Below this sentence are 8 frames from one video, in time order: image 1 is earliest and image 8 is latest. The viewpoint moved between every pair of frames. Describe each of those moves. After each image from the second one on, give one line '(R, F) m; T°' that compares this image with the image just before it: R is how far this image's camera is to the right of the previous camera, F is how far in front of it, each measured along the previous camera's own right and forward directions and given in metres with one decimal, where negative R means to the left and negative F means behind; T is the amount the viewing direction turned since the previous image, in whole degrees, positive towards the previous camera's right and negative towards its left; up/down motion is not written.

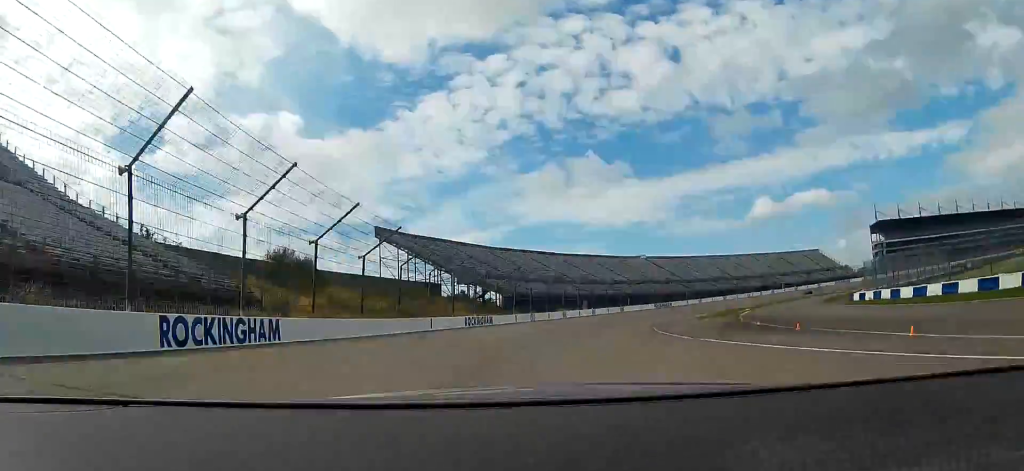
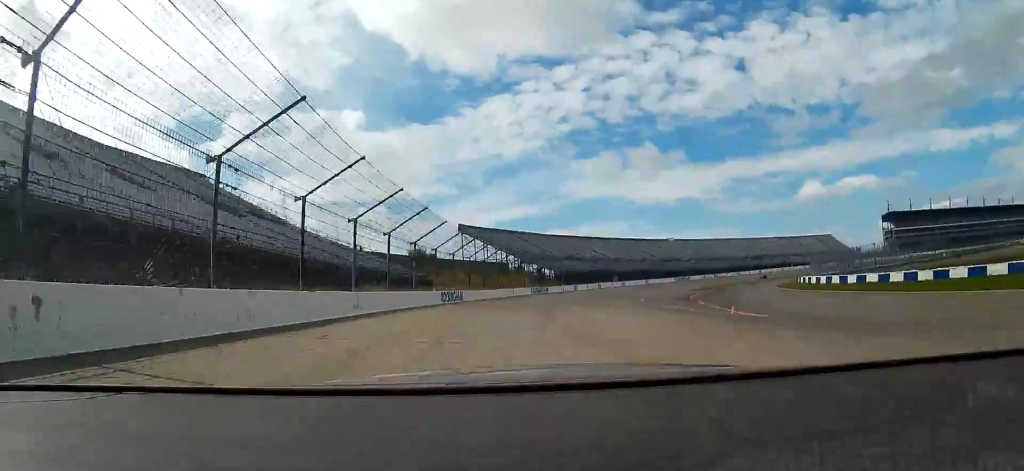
(-5.1, +36.4) m; -11°
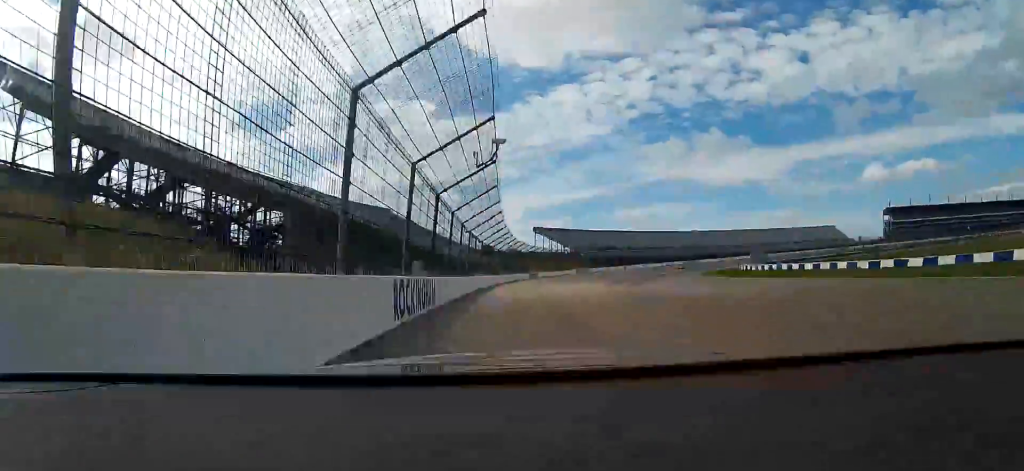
(-6.9, +72.0) m; -10°
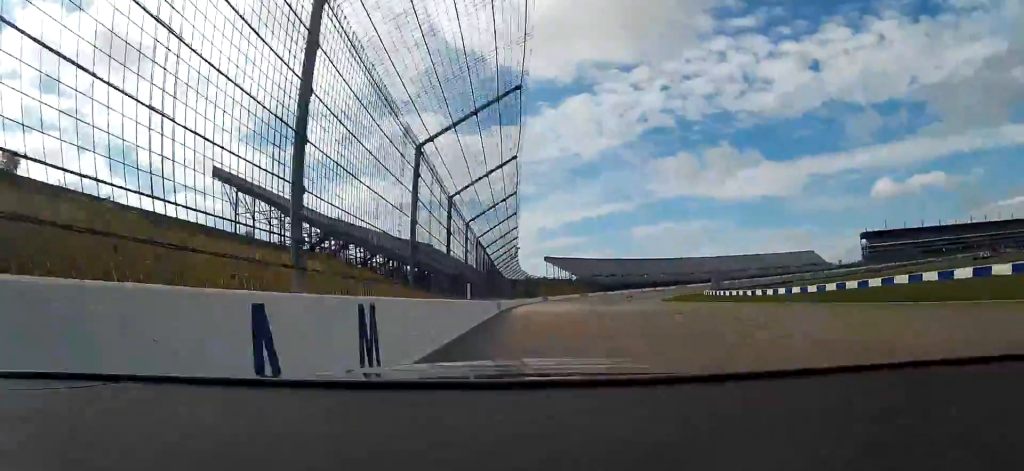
(-3.1, +51.2) m; -1°
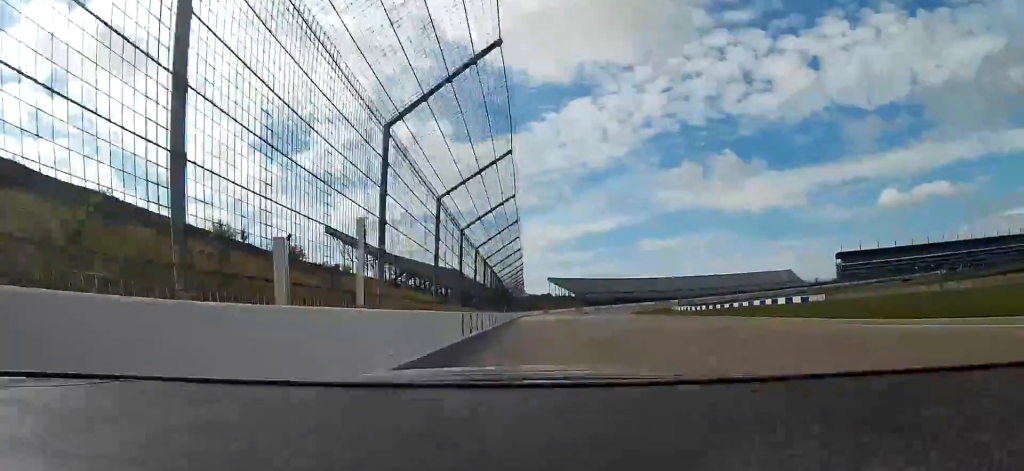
(+2.0, +55.3) m; +2°
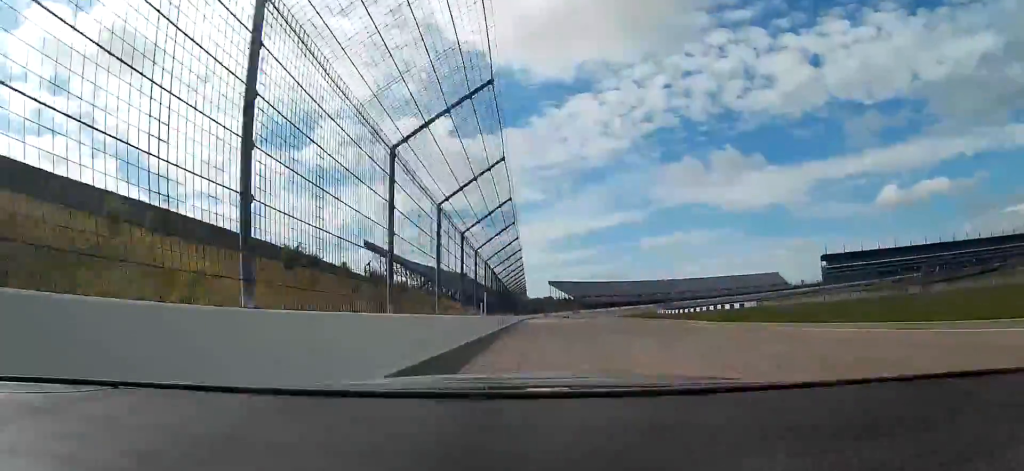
(-0.1, +35.3) m; -1°
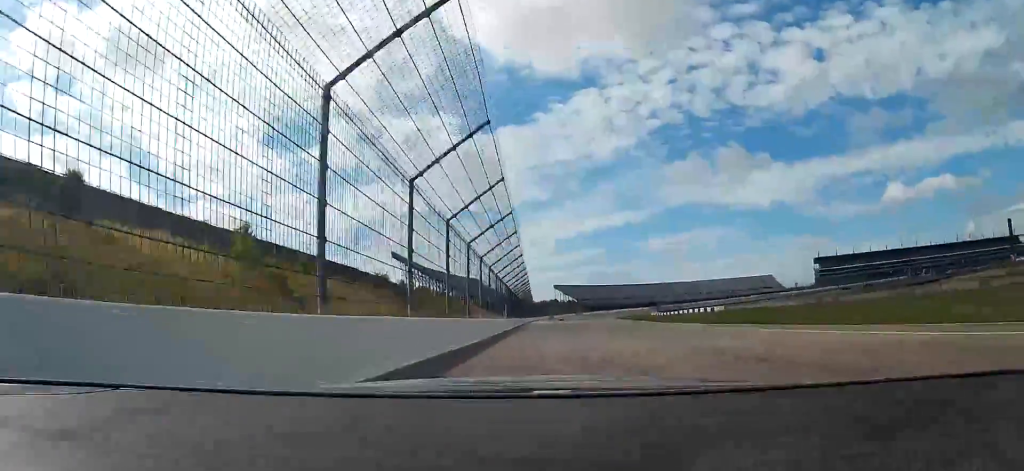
(-0.5, +29.3) m; -2°
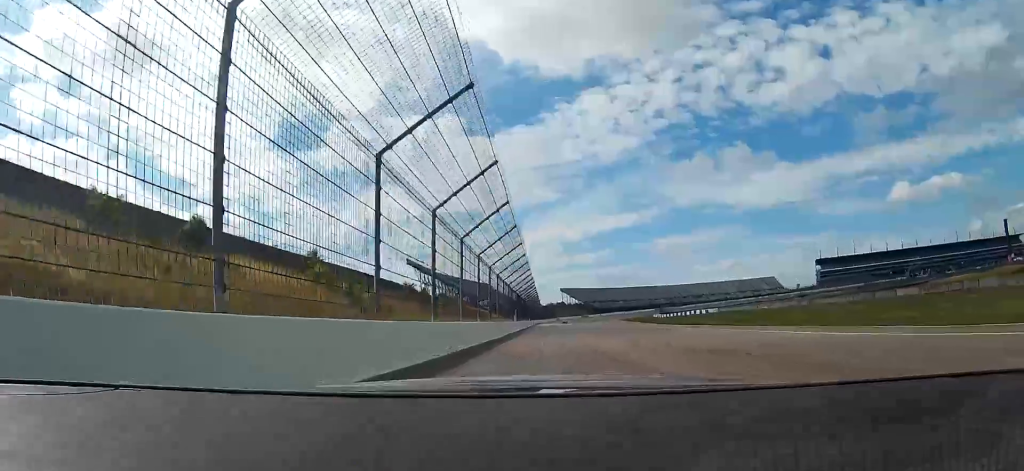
(-0.3, +11.3) m; -2°
